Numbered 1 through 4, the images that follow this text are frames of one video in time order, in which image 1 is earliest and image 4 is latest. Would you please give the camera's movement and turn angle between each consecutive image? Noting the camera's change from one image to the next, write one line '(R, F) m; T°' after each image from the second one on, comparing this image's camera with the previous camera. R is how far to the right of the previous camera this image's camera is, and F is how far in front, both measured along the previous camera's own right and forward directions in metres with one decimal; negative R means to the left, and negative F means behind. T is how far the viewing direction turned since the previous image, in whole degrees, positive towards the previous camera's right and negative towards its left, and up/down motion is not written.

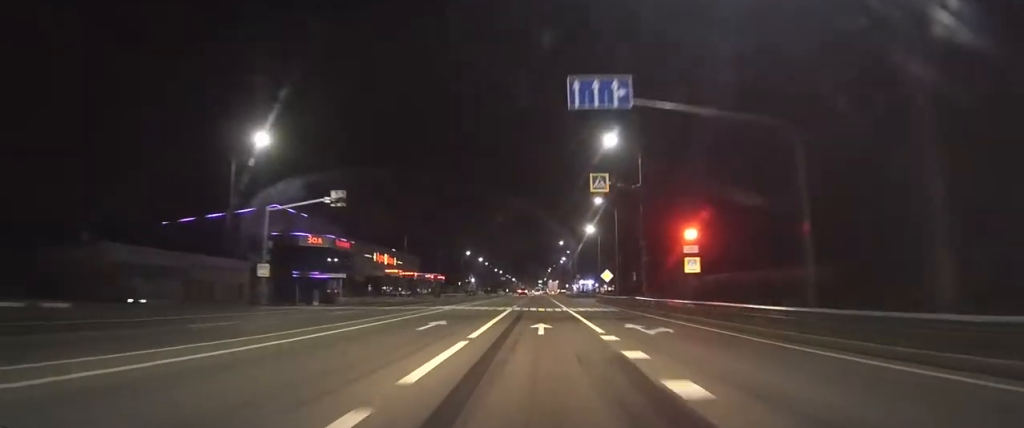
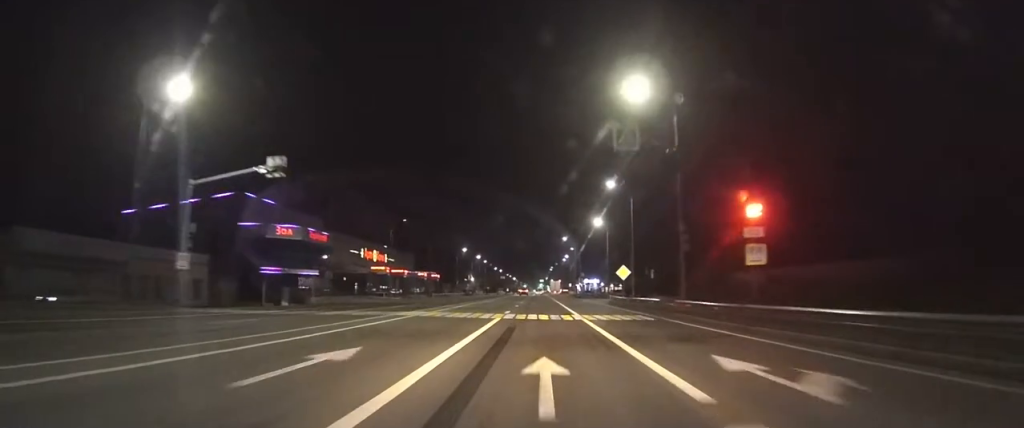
(0.0, +10.9) m; 0°
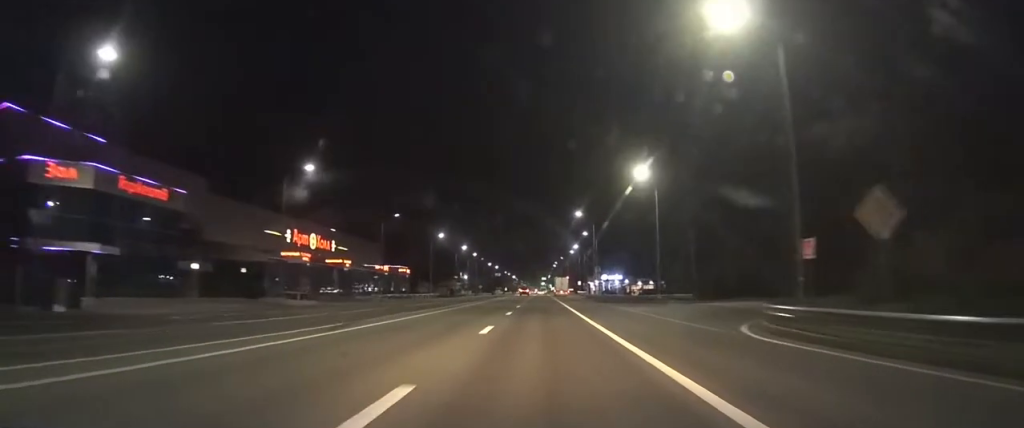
(+0.1, +38.3) m; 0°
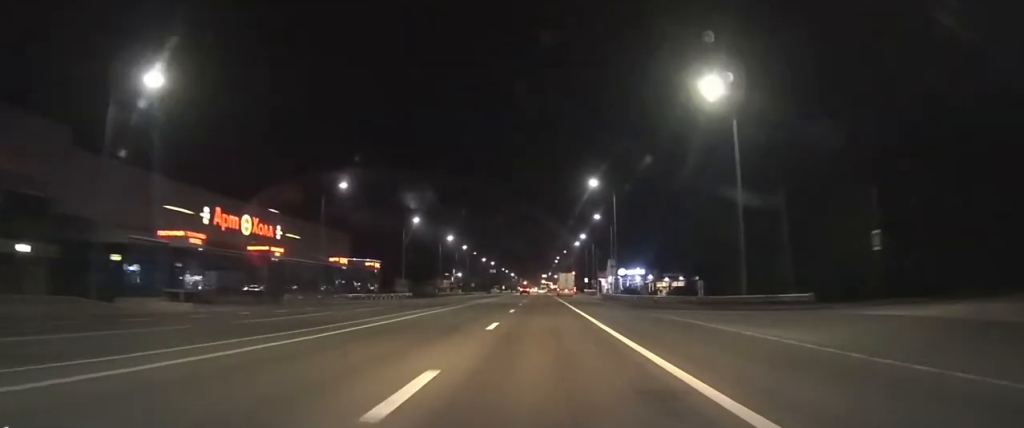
(-0.2, +23.0) m; -1°
